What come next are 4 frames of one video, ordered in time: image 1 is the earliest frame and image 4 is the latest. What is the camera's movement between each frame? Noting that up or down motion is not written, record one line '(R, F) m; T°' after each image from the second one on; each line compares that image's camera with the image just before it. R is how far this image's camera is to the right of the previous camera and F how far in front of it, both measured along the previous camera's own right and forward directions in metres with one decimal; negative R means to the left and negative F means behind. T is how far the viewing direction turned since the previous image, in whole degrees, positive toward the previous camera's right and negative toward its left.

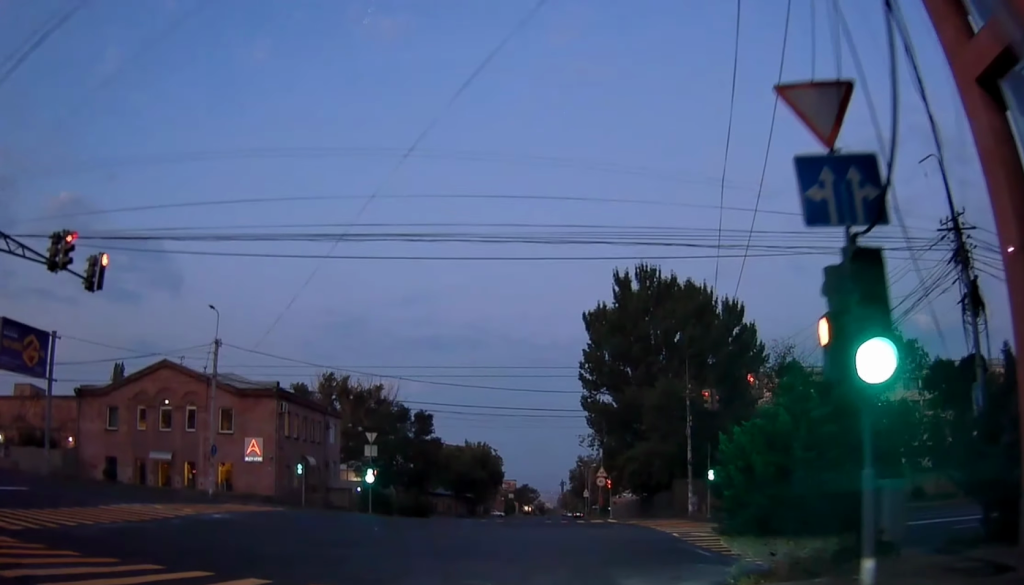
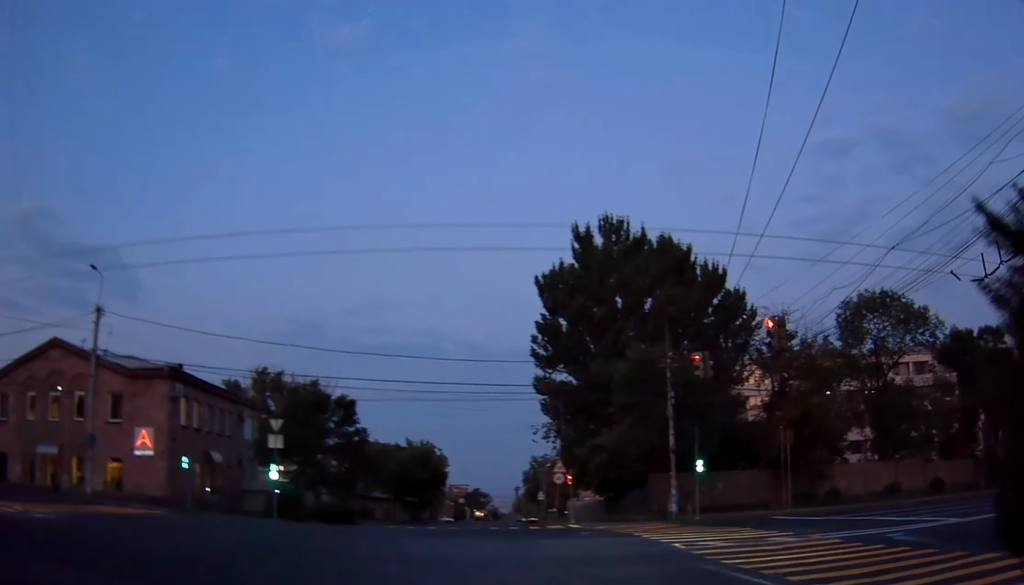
(-0.4, +9.6) m; +6°
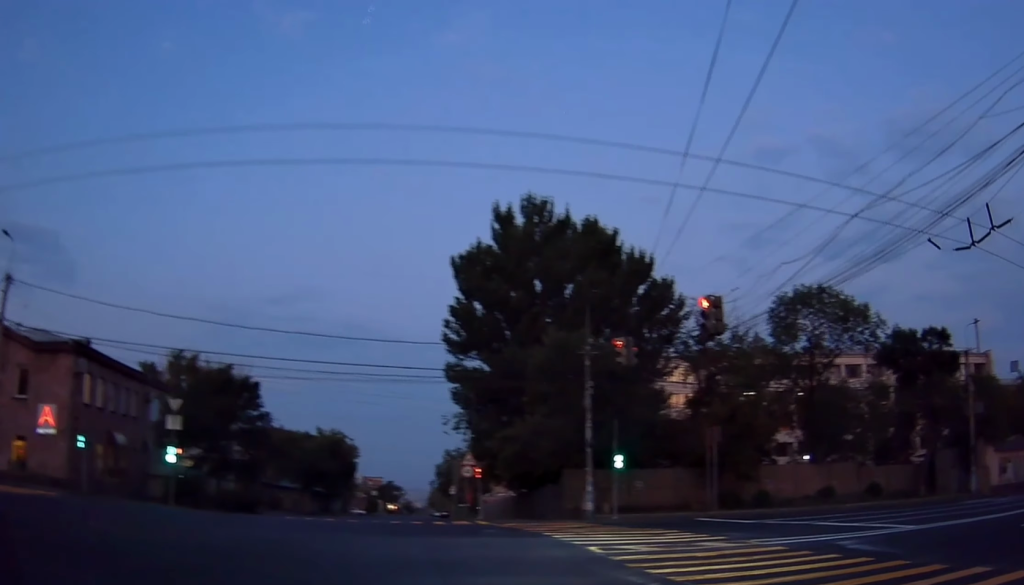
(-0.2, +2.3) m; +6°
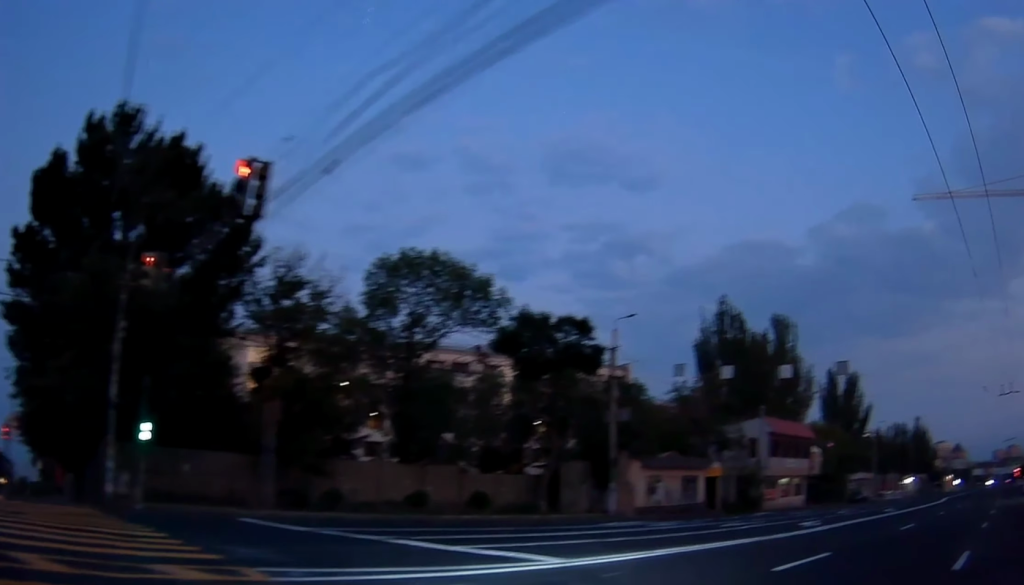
(+2.6, +7.2) m; +36°
